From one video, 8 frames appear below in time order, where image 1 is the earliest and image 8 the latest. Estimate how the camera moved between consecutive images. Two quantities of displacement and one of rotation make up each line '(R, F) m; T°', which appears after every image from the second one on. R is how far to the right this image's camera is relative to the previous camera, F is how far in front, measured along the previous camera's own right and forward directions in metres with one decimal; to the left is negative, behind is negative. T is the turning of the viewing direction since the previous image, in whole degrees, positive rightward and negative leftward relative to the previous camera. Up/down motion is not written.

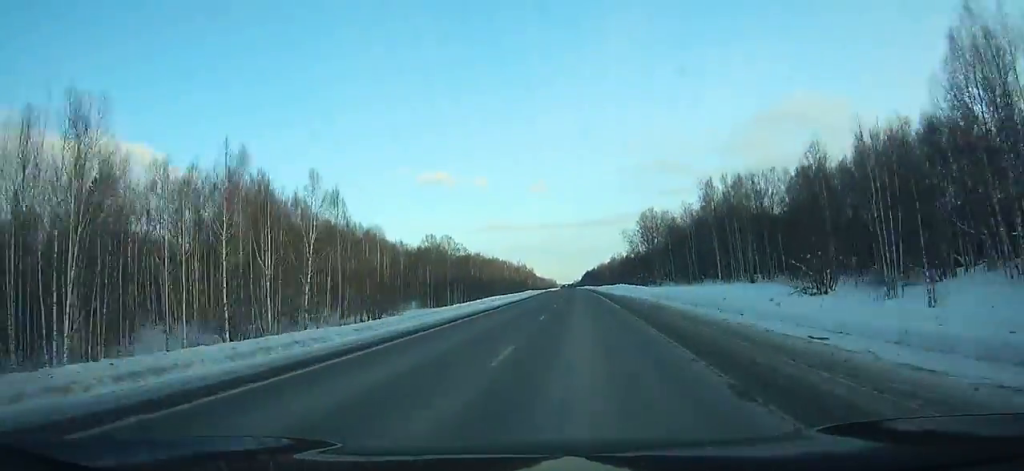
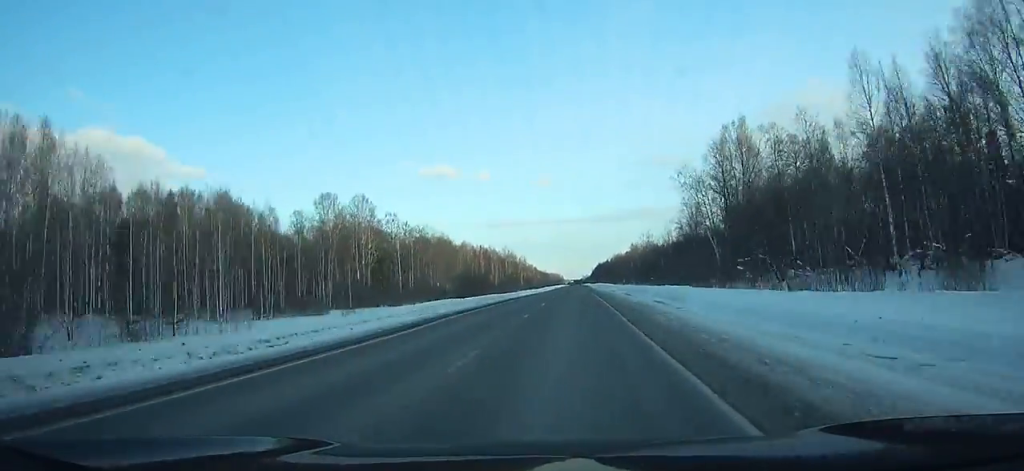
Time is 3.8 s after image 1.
(-0.4, +109.6) m; 0°
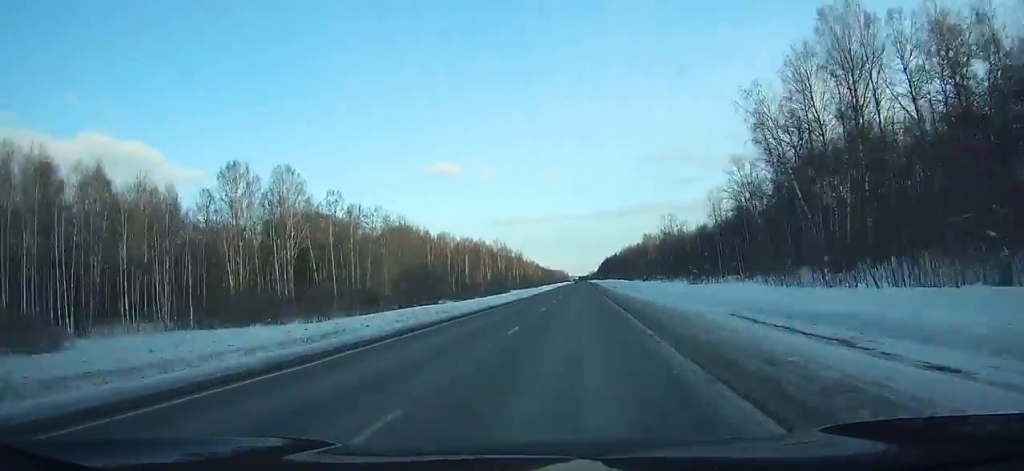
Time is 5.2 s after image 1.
(-0.2, +40.2) m; 0°
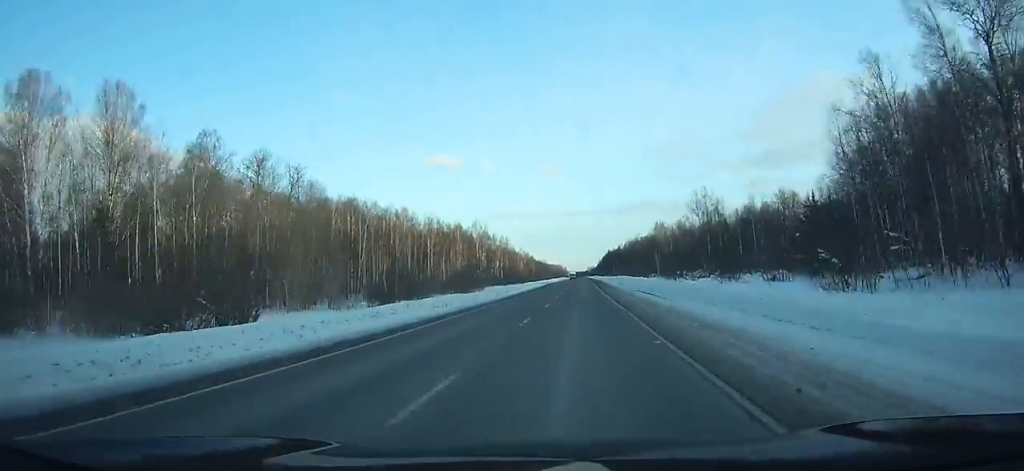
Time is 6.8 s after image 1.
(-0.1, +45.8) m; 0°
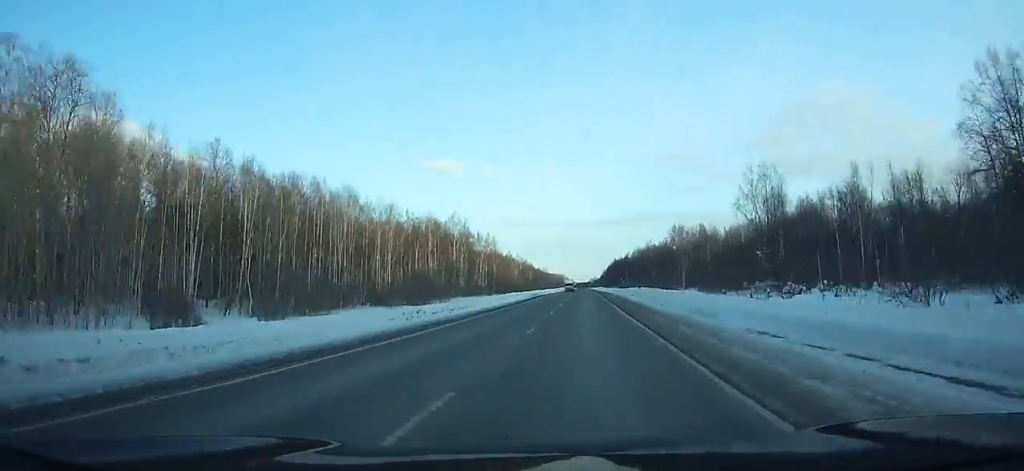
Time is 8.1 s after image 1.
(0.0, +36.9) m; 0°
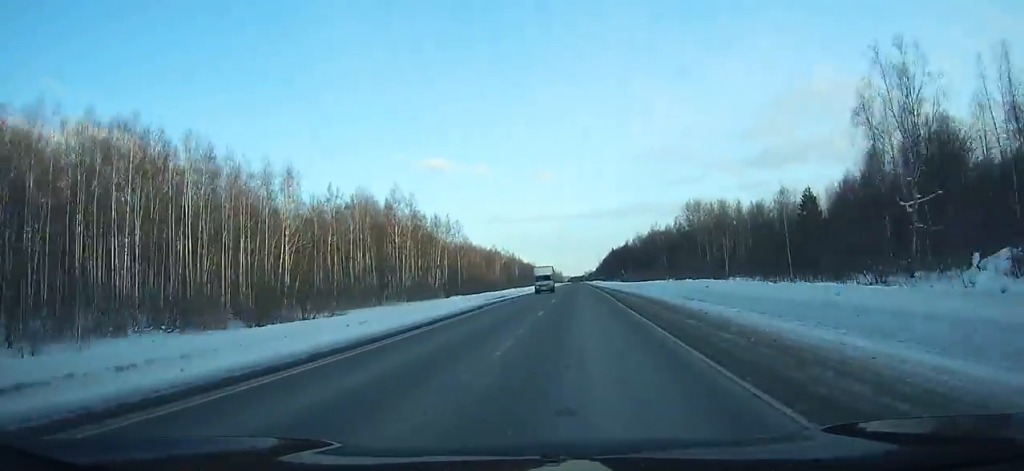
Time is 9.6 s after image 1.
(0.0, +42.3) m; 0°
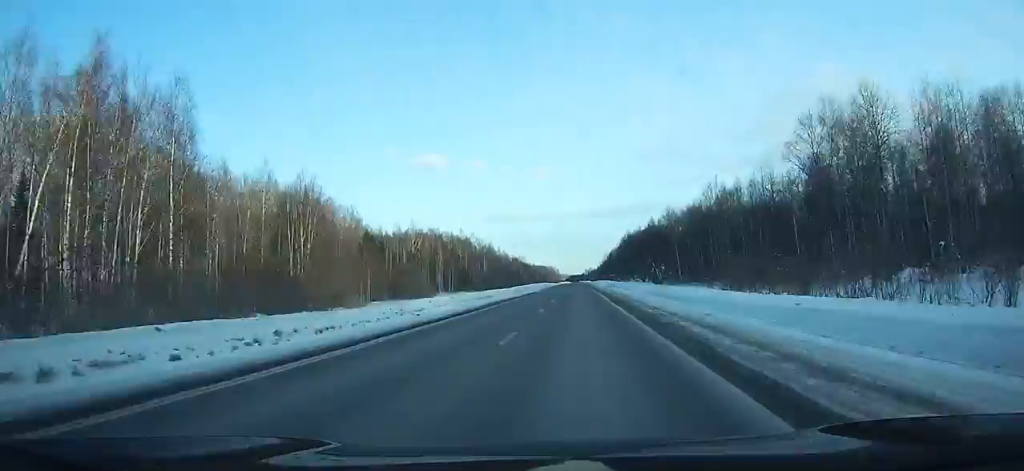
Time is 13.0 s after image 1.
(+0.1, +95.0) m; 0°
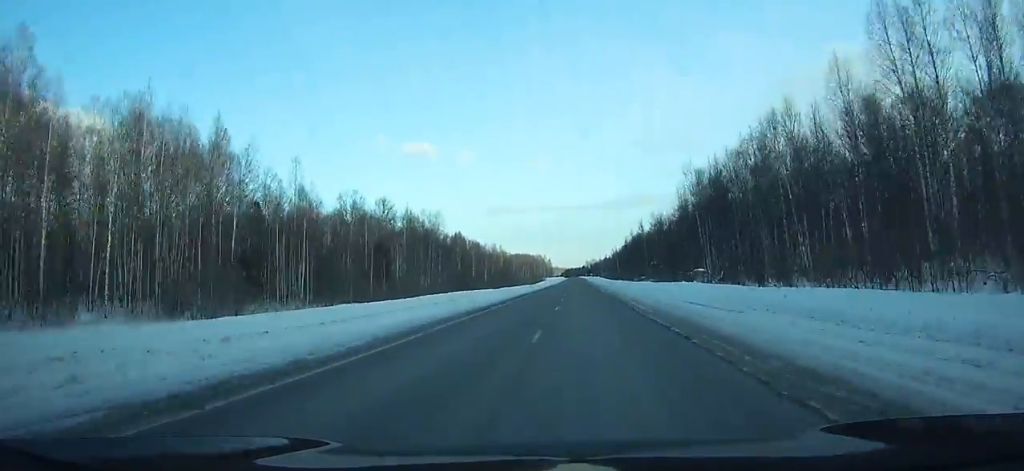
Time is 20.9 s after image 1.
(-0.8, +219.2) m; 0°
